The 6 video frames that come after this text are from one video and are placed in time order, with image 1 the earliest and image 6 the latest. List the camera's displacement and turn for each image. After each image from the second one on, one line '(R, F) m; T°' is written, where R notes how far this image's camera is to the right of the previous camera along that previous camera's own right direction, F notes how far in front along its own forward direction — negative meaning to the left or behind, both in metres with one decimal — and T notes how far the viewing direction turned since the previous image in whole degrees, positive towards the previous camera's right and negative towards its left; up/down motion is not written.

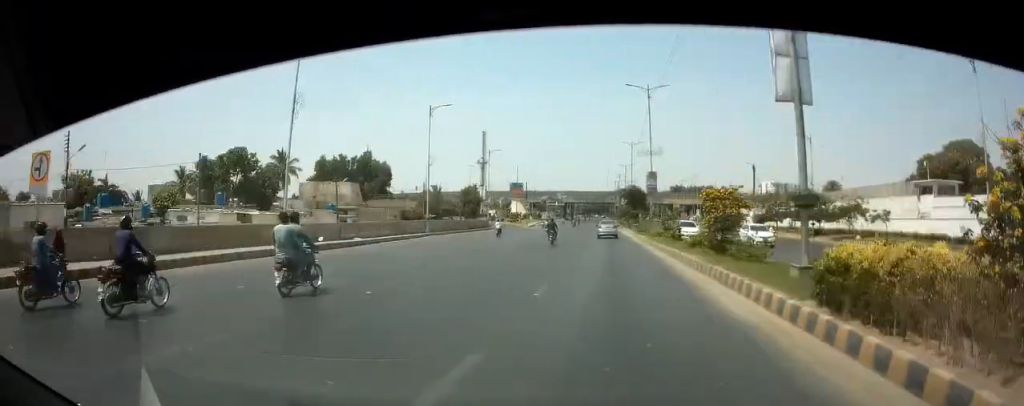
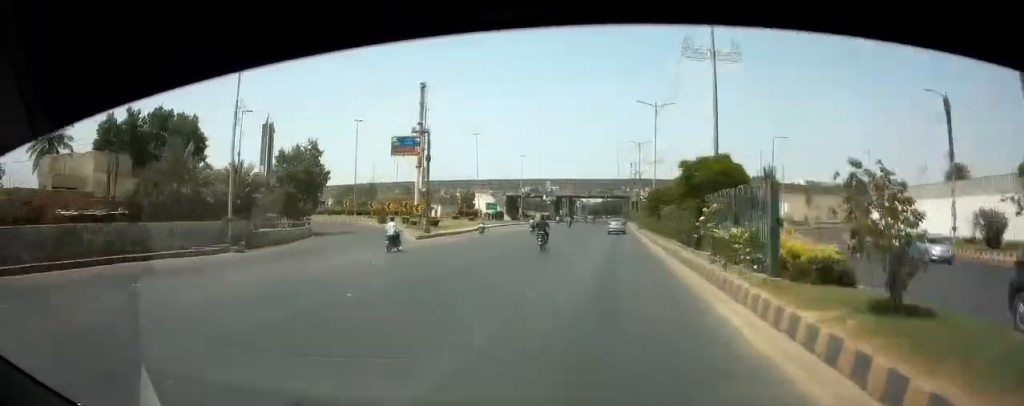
(-0.8, +64.1) m; -1°
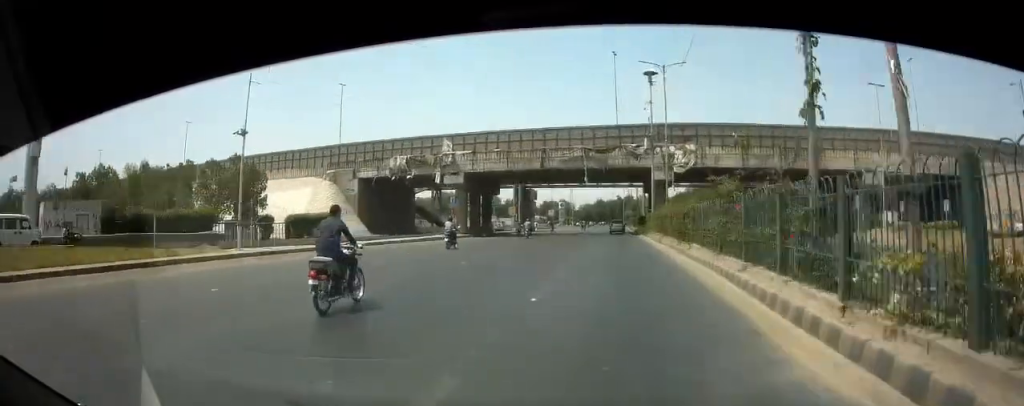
(-0.4, +79.8) m; 0°
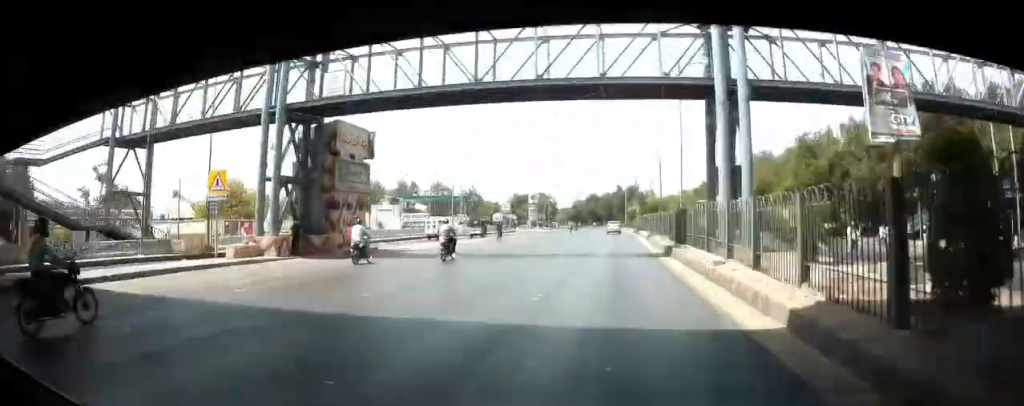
(0.0, +63.1) m; 0°
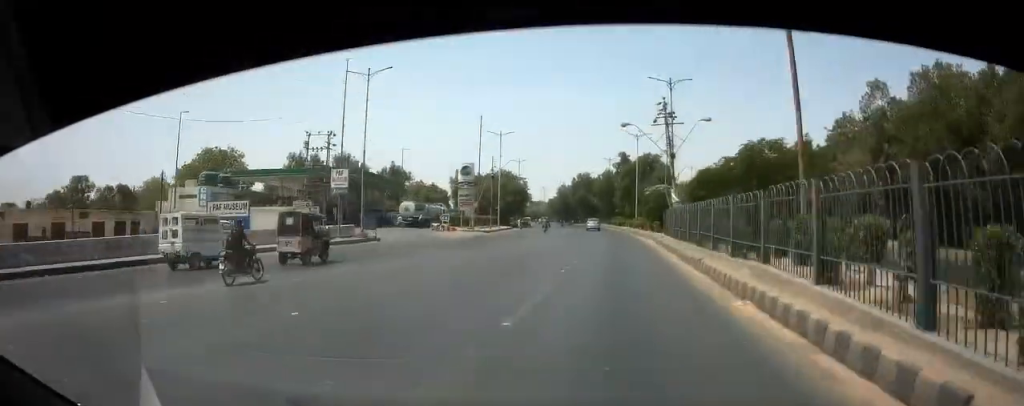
(-0.1, +58.3) m; -1°
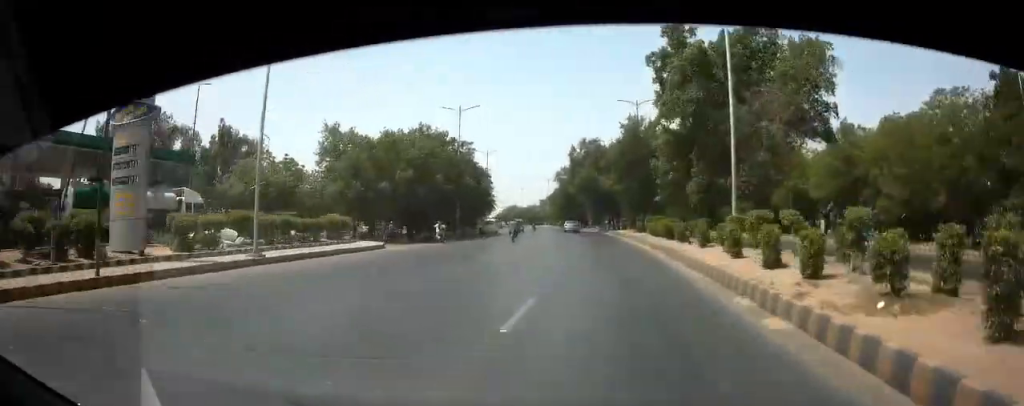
(-0.5, +53.4) m; -2°
